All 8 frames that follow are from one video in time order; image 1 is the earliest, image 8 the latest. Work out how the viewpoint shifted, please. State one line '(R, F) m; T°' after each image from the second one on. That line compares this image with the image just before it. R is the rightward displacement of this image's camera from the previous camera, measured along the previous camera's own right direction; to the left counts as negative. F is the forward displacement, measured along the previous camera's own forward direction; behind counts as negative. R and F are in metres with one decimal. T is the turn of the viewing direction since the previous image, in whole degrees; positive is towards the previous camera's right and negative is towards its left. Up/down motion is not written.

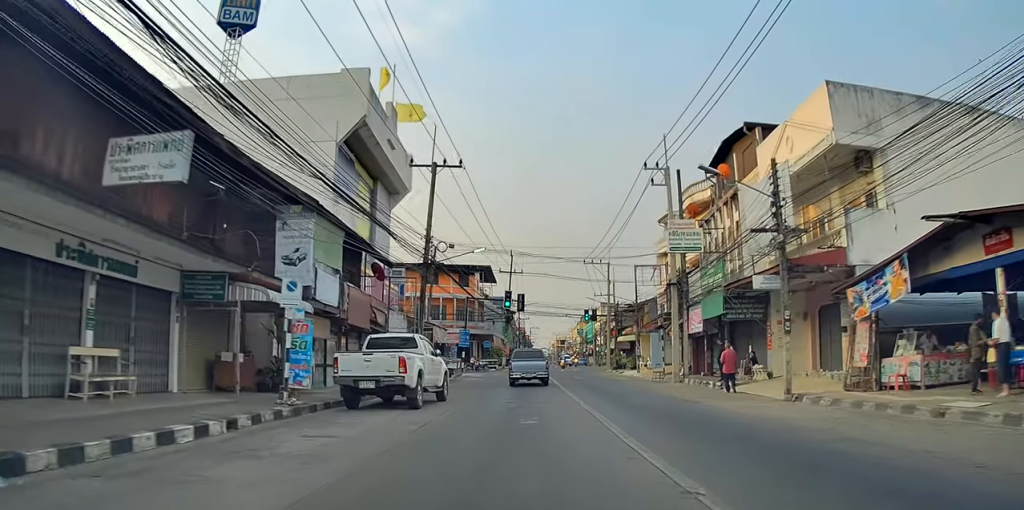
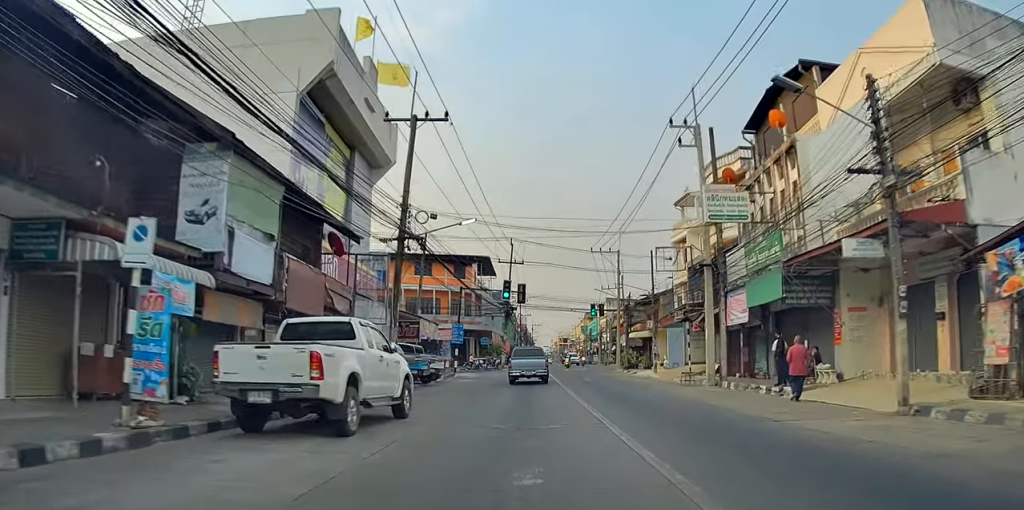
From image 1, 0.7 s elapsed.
(-0.1, +6.4) m; 0°
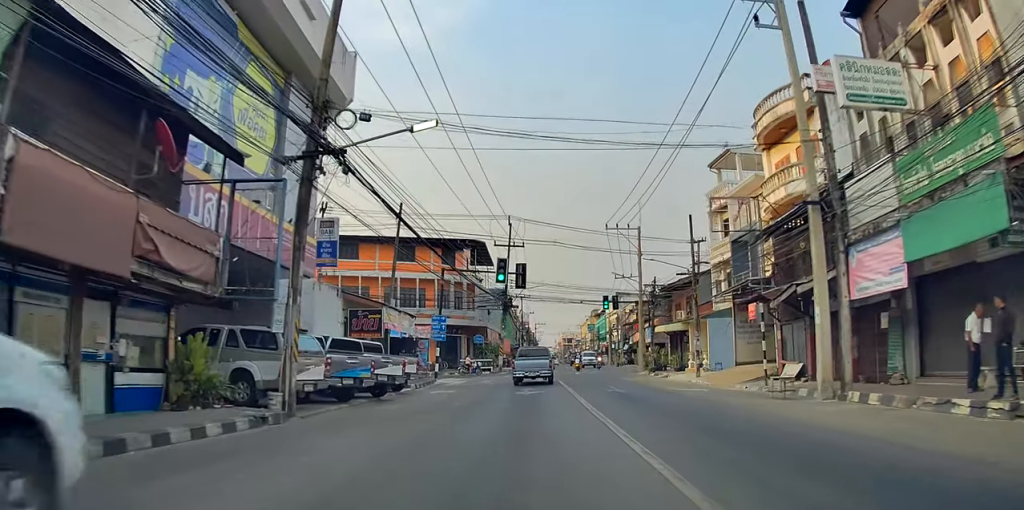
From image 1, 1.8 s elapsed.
(0.0, +10.9) m; -3°
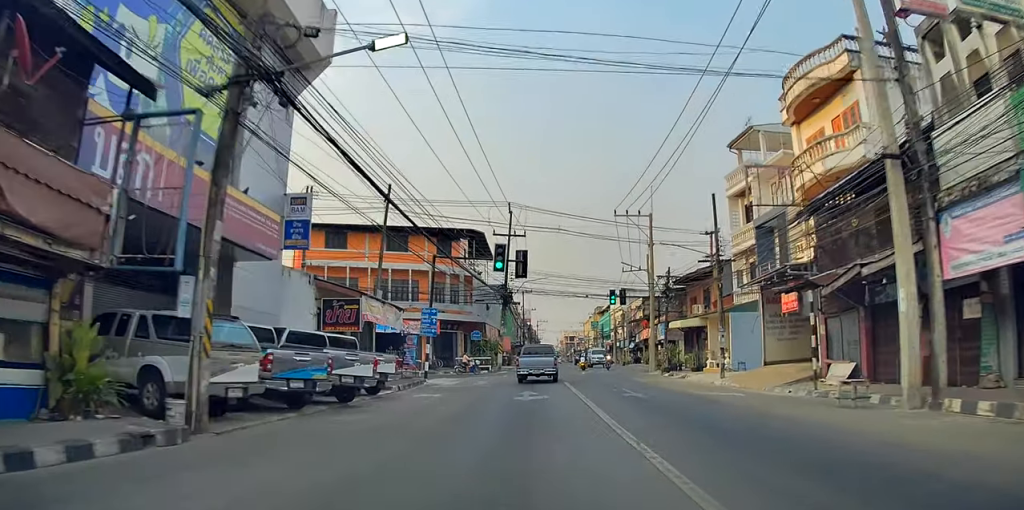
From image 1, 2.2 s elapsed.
(+0.1, +4.1) m; -2°
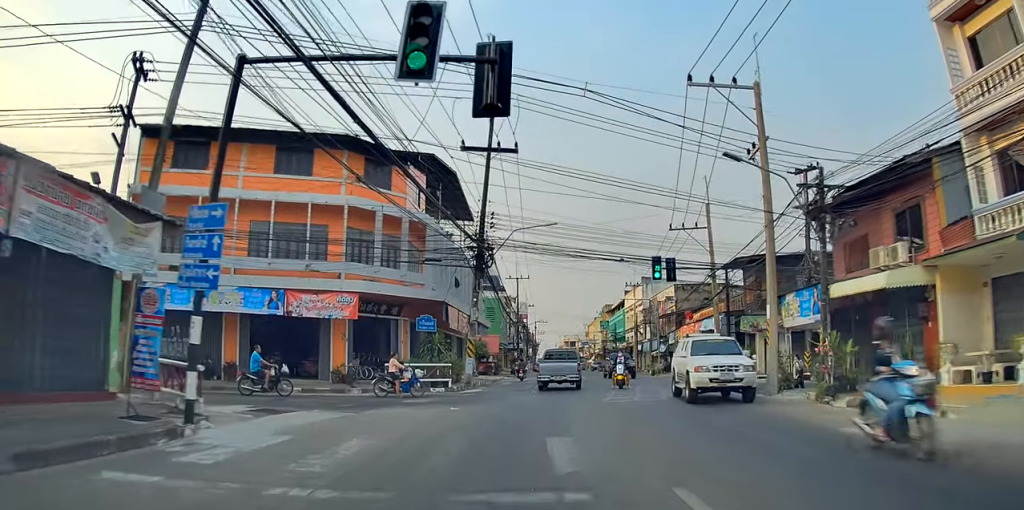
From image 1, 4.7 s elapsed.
(+0.7, +22.9) m; +7°
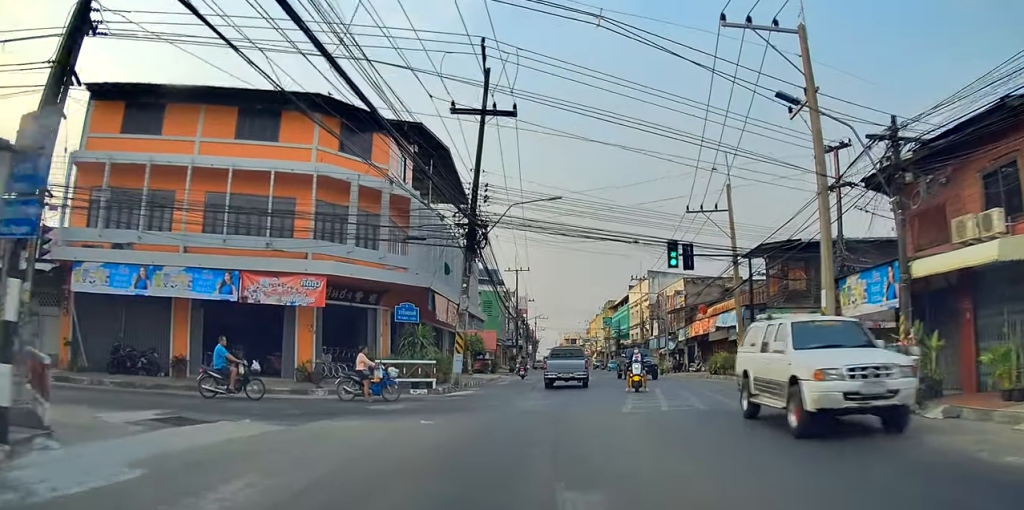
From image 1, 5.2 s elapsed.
(0.0, +4.2) m; 0°
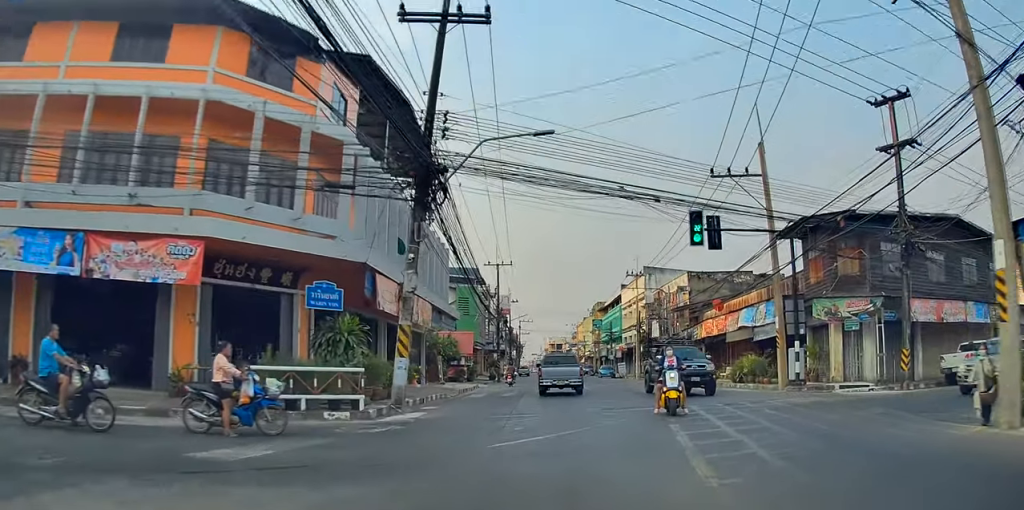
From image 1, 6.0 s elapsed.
(0.0, +7.7) m; 0°
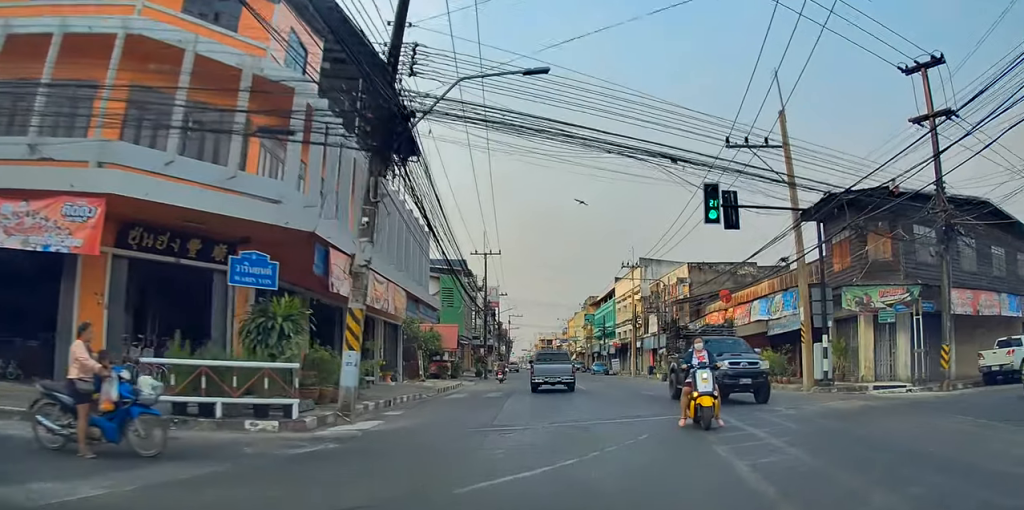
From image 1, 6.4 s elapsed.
(0.0, +3.8) m; -2°
